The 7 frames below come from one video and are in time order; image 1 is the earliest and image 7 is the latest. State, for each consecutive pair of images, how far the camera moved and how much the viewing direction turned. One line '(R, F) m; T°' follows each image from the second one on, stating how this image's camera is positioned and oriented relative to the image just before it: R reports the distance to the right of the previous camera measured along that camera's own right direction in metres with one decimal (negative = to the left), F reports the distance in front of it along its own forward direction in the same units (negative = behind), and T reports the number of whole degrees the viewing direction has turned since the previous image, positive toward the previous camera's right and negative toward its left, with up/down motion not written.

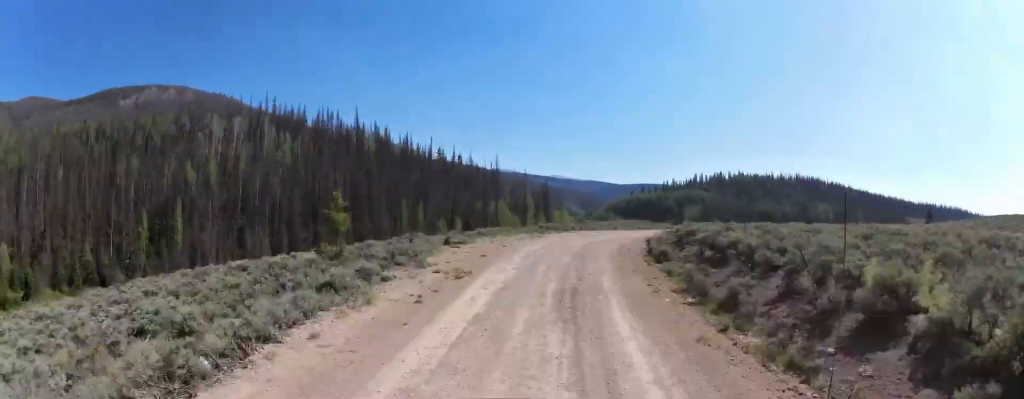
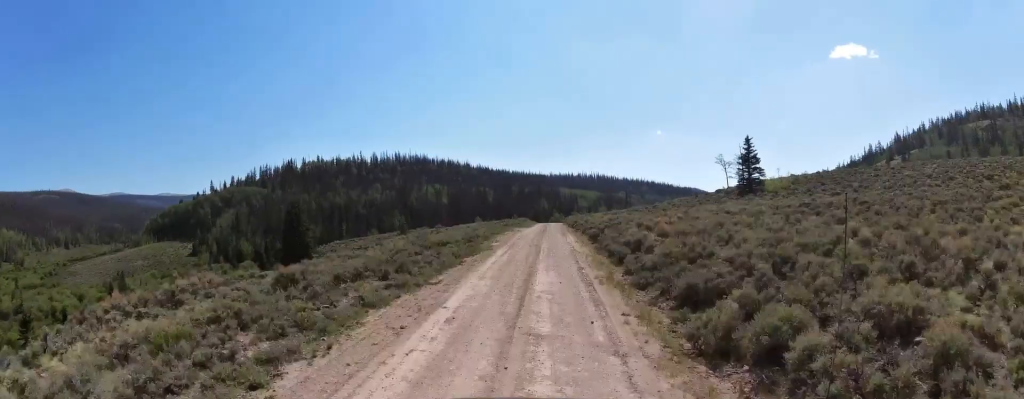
(+54.2, +138.2) m; +27°
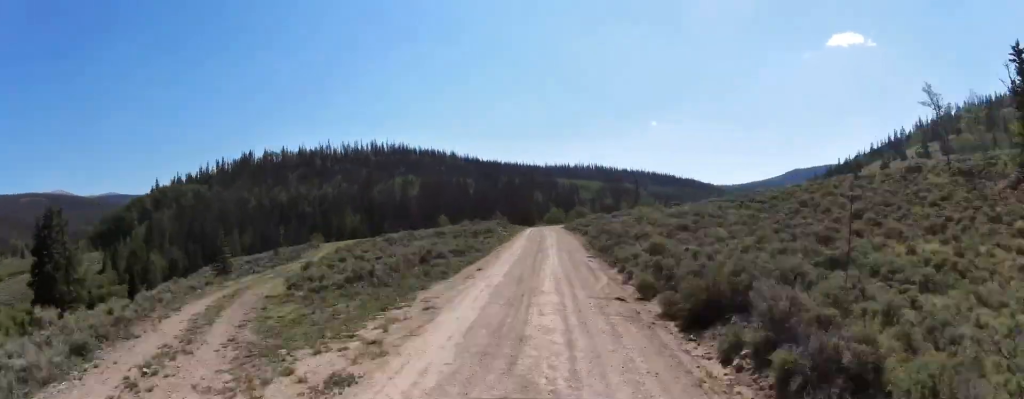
(+0.5, +53.1) m; +8°
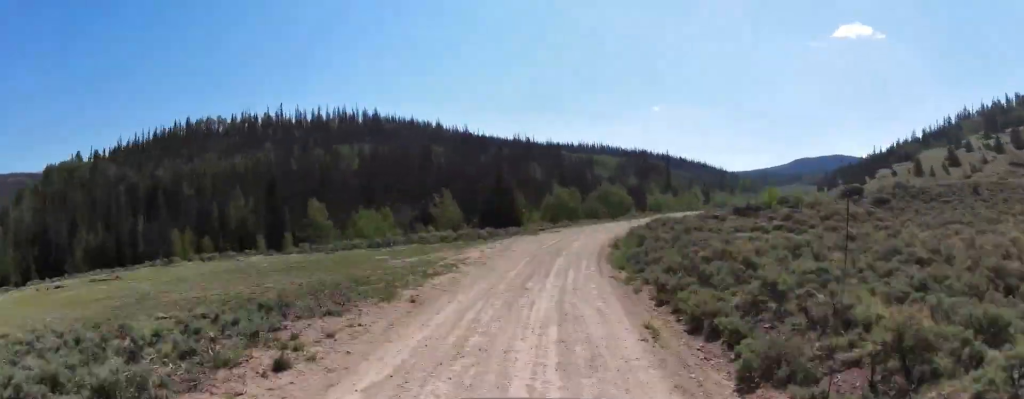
(+1.8, +58.2) m; +15°
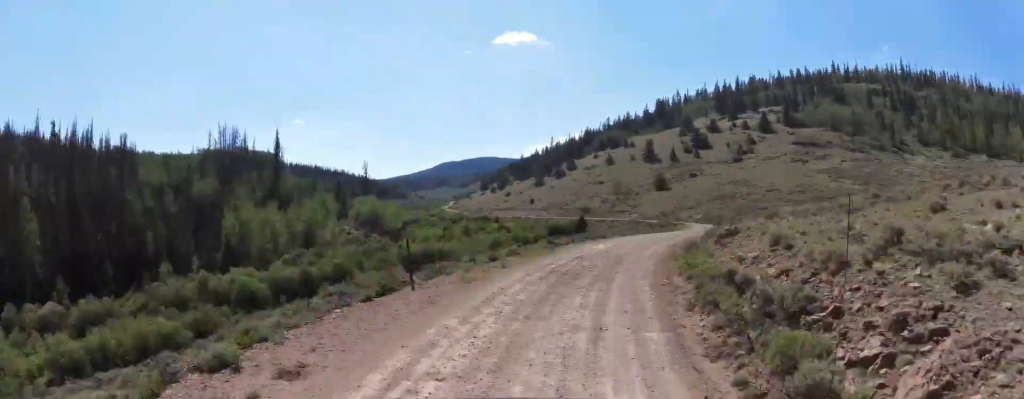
(+16.2, +72.6) m; +22°
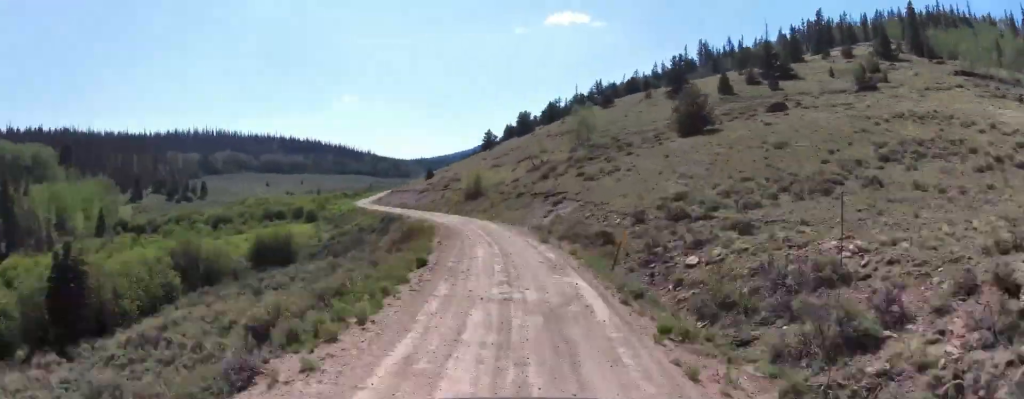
(+3.2, +105.0) m; -16°
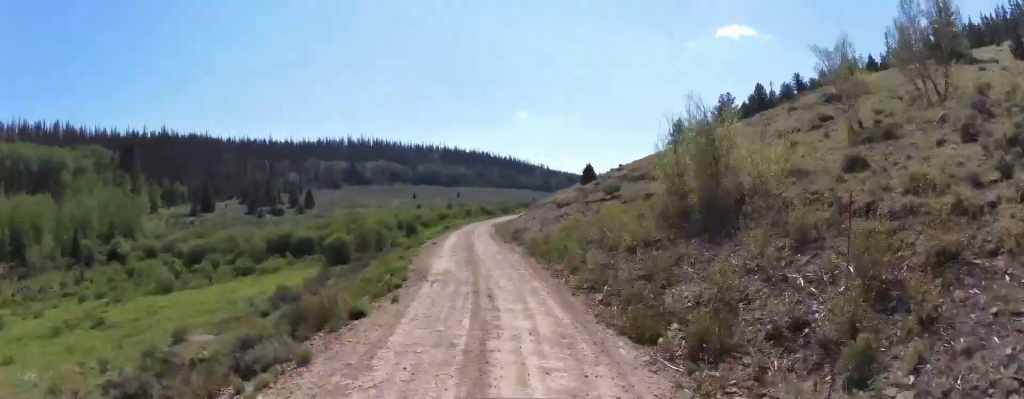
(-8.8, +50.9) m; -13°
